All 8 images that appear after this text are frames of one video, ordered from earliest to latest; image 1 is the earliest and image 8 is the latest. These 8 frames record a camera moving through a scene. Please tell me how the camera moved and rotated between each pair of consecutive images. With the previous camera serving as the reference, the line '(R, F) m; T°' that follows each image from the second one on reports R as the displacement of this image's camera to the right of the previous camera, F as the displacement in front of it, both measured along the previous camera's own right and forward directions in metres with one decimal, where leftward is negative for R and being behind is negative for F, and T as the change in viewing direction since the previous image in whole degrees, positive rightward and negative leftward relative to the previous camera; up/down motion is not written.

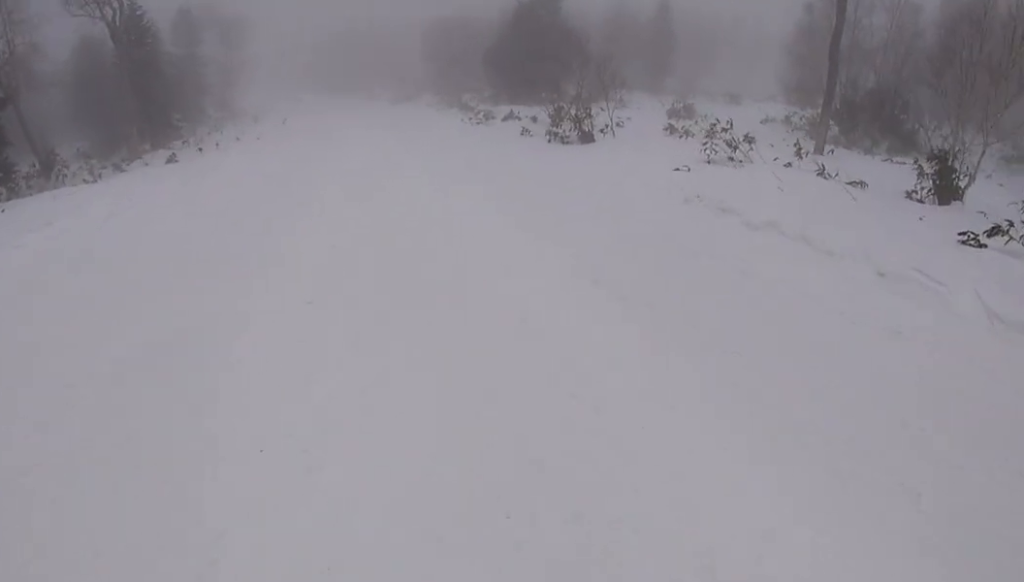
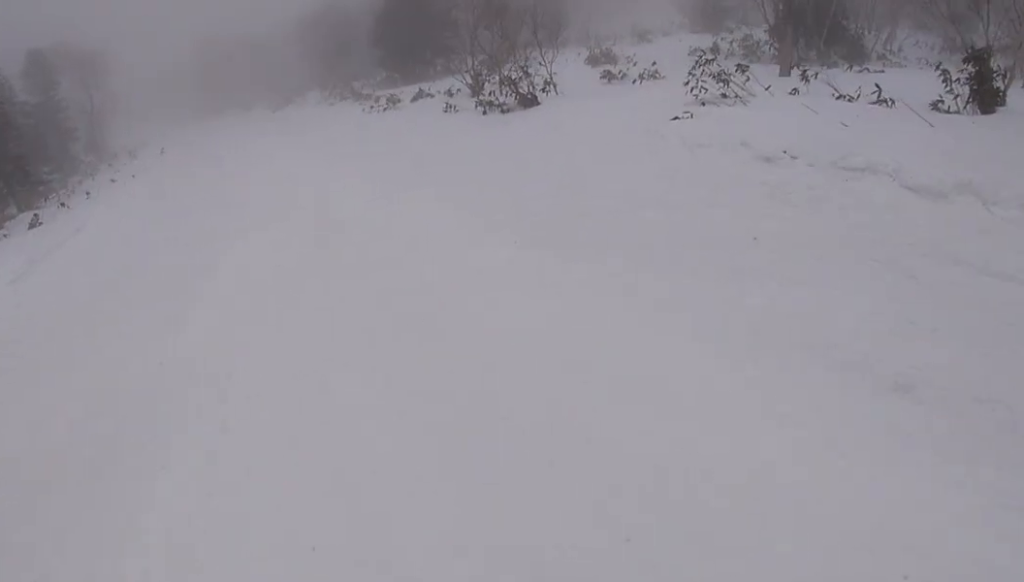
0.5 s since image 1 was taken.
(+0.5, +4.4) m; +6°
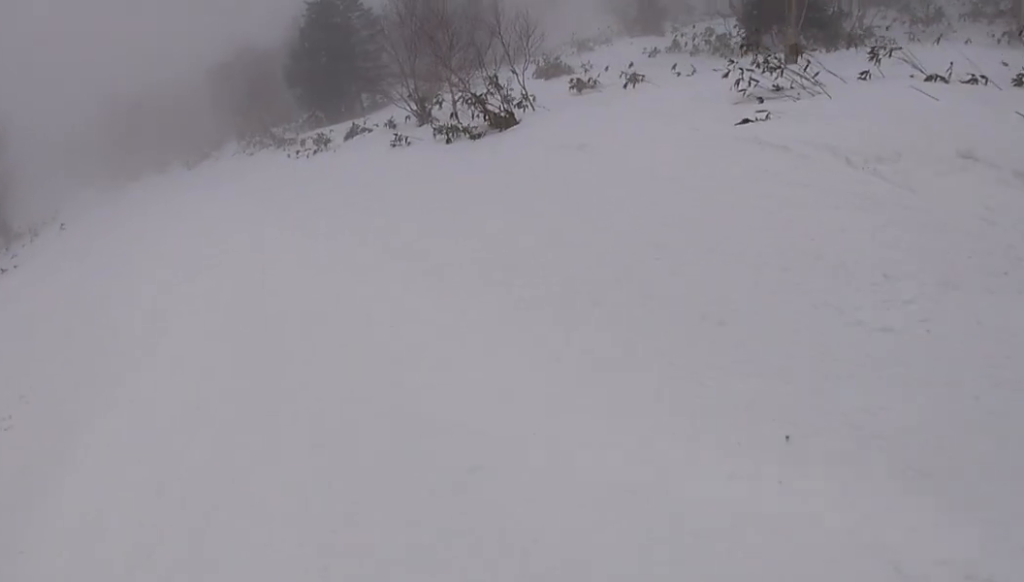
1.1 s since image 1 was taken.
(+0.1, +4.6) m; -8°
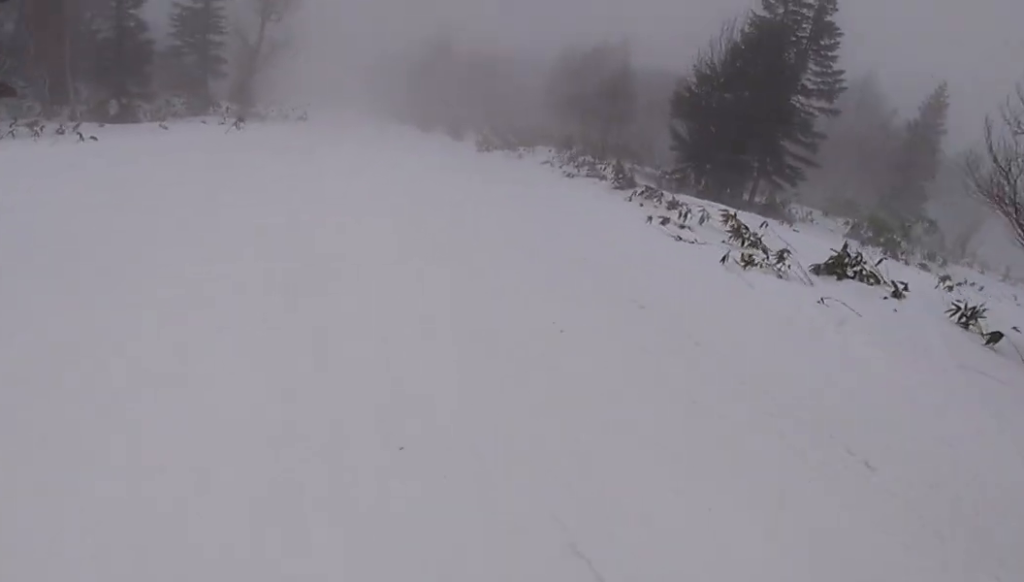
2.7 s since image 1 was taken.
(-3.6, +12.8) m; -20°
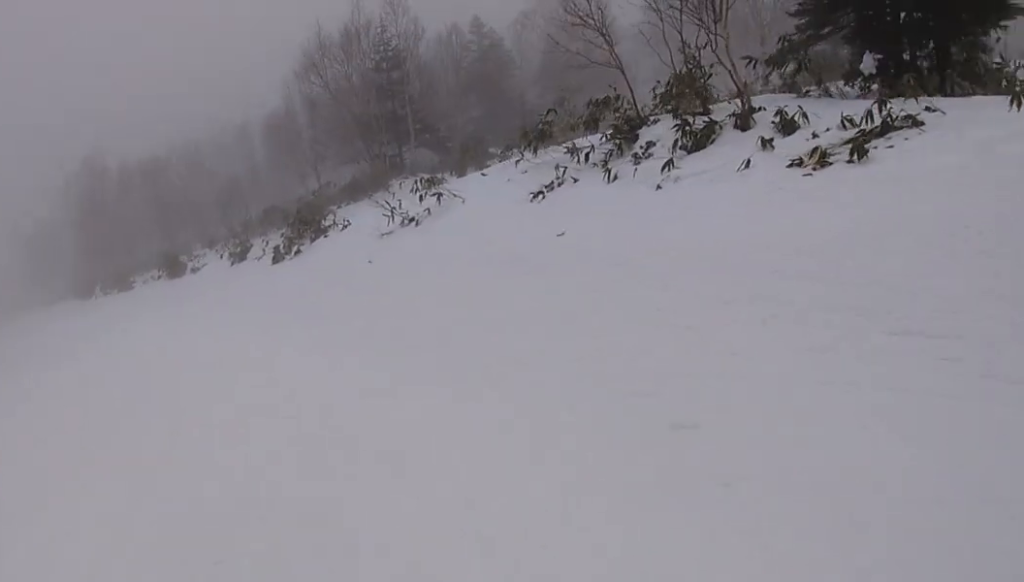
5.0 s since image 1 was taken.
(+5.3, +18.7) m; +12°
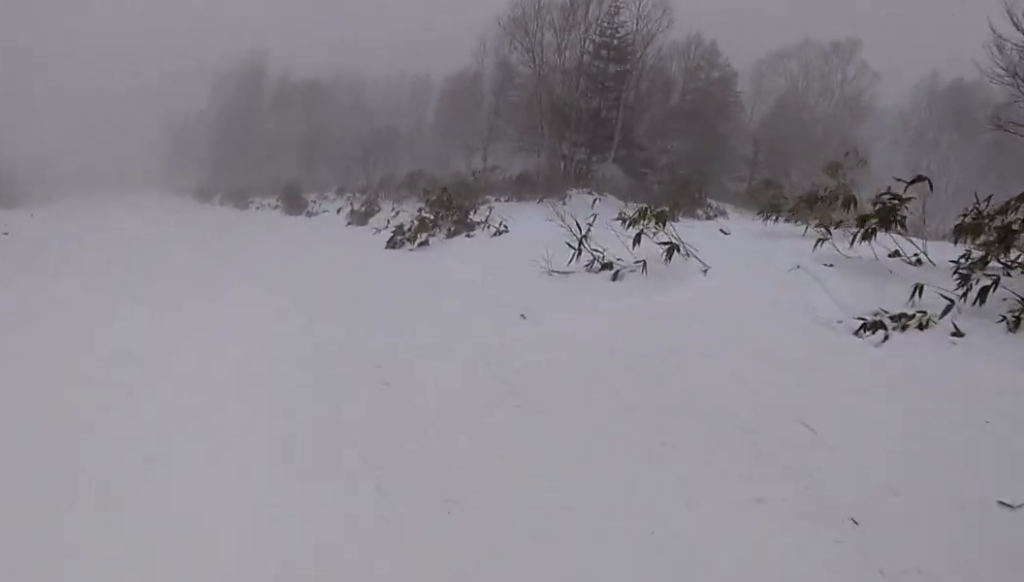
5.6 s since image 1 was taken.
(-0.4, +4.9) m; -10°
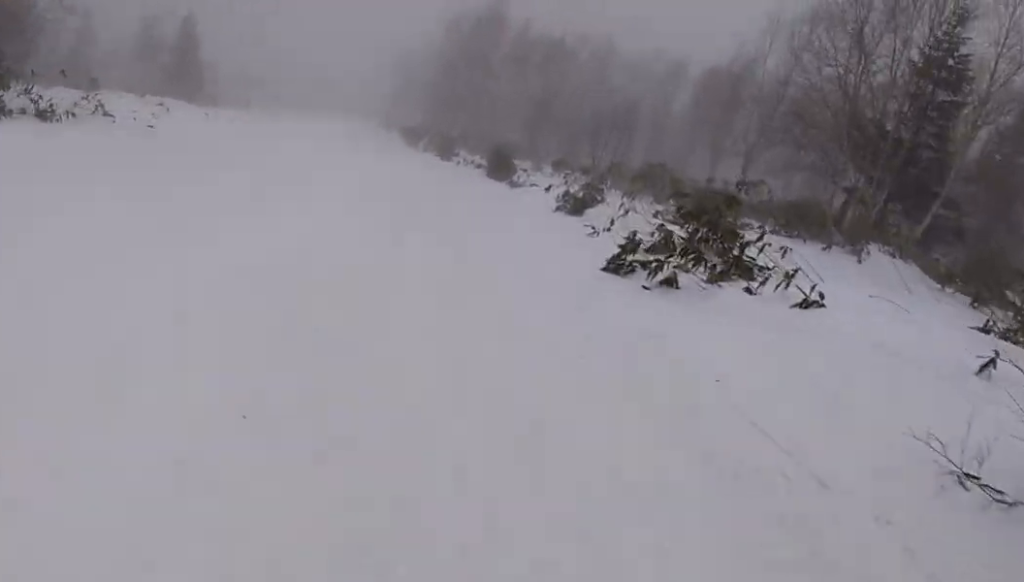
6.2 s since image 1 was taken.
(-0.5, +4.5) m; -5°
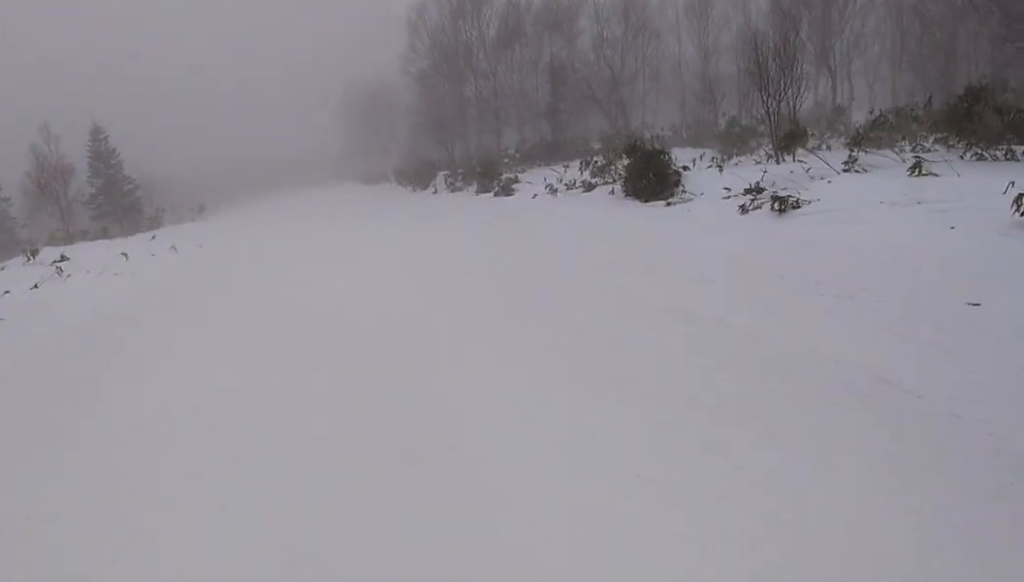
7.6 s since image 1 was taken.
(-0.8, +11.2) m; +4°
